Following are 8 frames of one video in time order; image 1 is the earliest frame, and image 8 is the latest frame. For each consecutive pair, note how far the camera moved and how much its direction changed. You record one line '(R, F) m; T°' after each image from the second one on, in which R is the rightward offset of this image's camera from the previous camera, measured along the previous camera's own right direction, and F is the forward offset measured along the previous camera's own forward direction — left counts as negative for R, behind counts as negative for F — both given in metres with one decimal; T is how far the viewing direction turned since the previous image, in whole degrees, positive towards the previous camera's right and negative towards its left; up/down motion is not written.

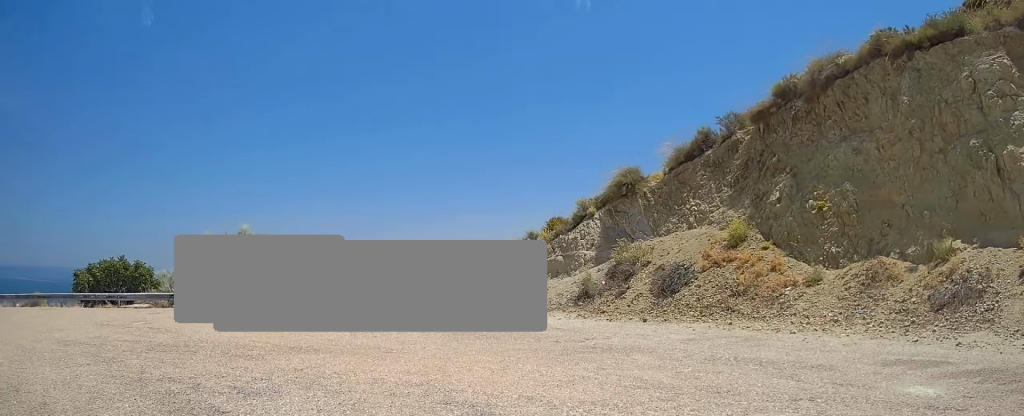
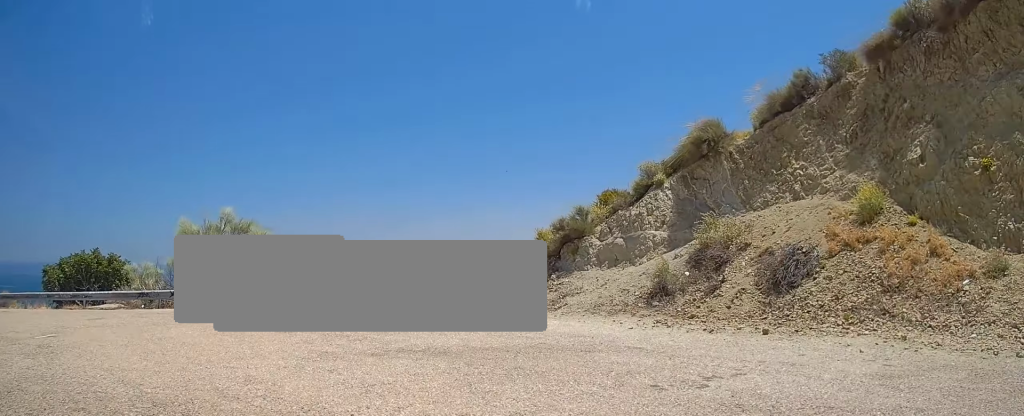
(-0.2, +5.4) m; -3°
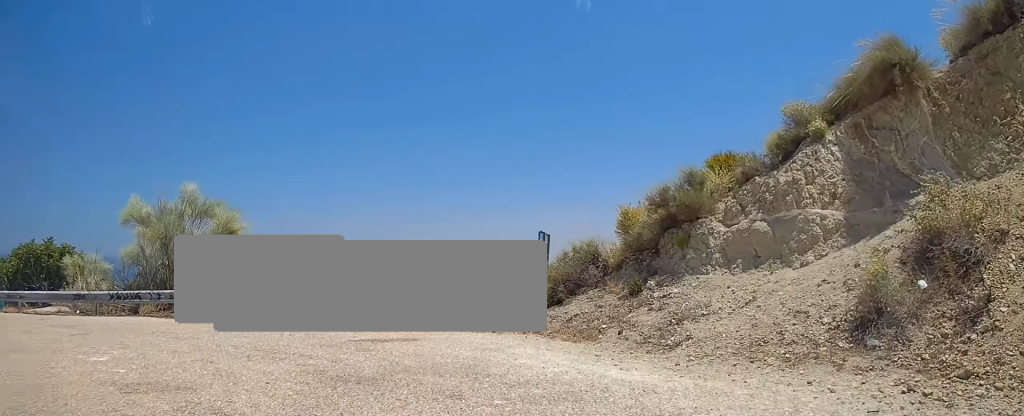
(-0.2, +6.5) m; -5°
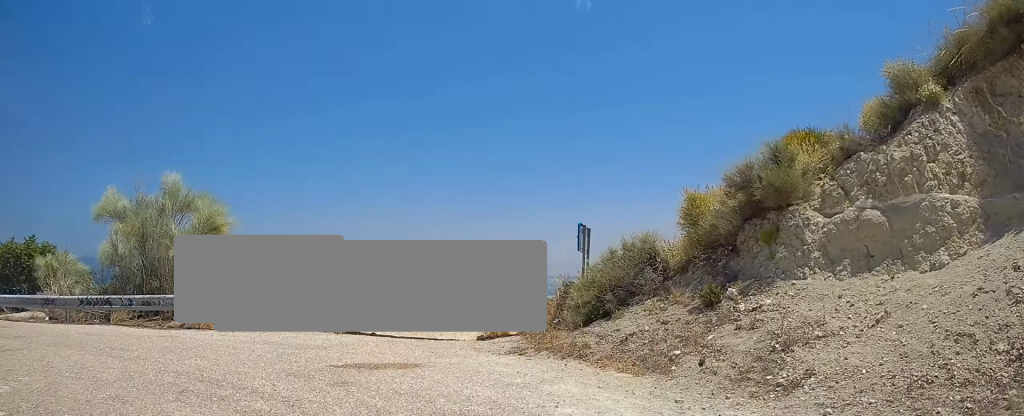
(+0.1, +2.8) m; -3°
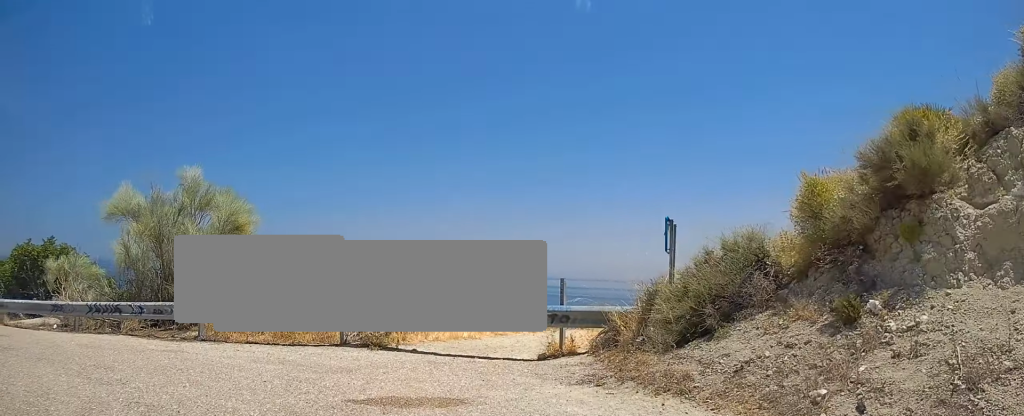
(-0.2, +1.8) m; -8°
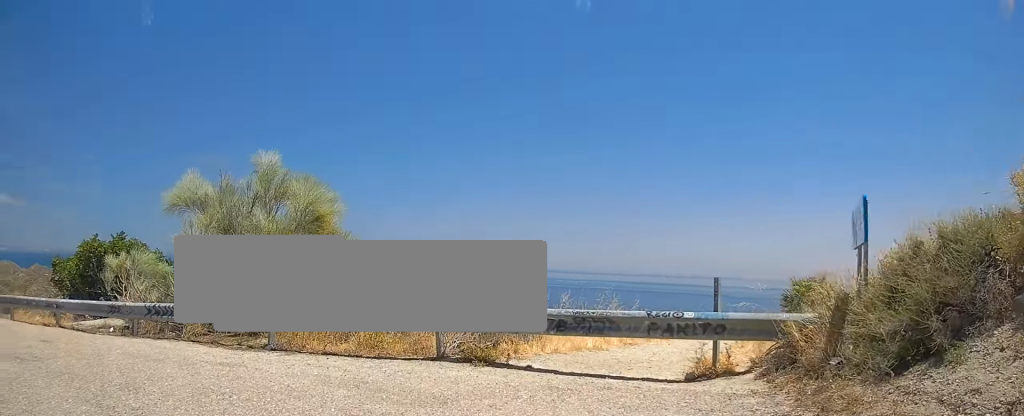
(+0.1, +2.1) m; -9°
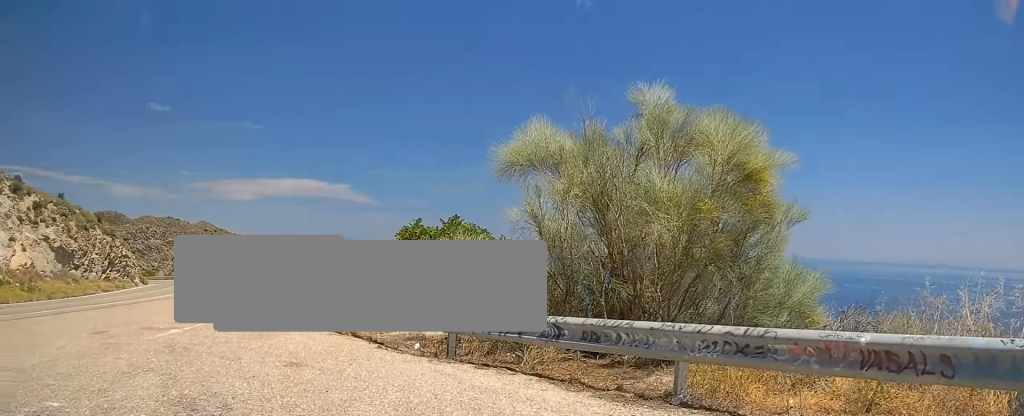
(-1.3, +4.3) m; -32°
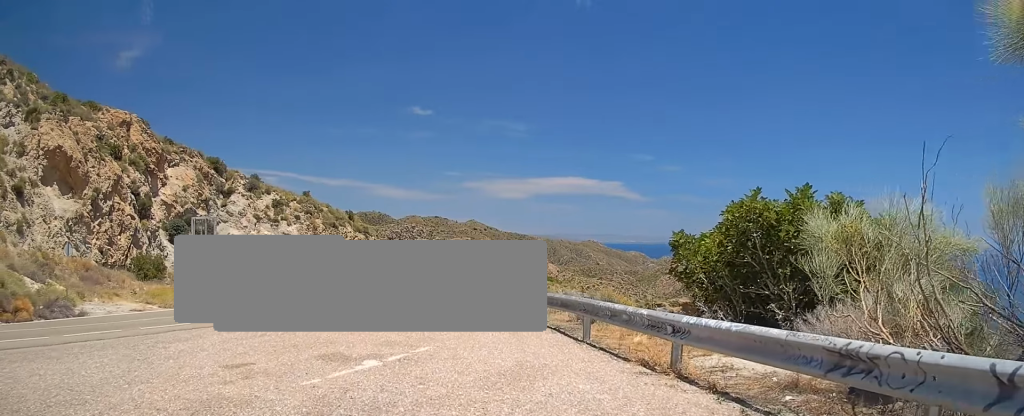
(-1.2, +4.8) m; -19°
